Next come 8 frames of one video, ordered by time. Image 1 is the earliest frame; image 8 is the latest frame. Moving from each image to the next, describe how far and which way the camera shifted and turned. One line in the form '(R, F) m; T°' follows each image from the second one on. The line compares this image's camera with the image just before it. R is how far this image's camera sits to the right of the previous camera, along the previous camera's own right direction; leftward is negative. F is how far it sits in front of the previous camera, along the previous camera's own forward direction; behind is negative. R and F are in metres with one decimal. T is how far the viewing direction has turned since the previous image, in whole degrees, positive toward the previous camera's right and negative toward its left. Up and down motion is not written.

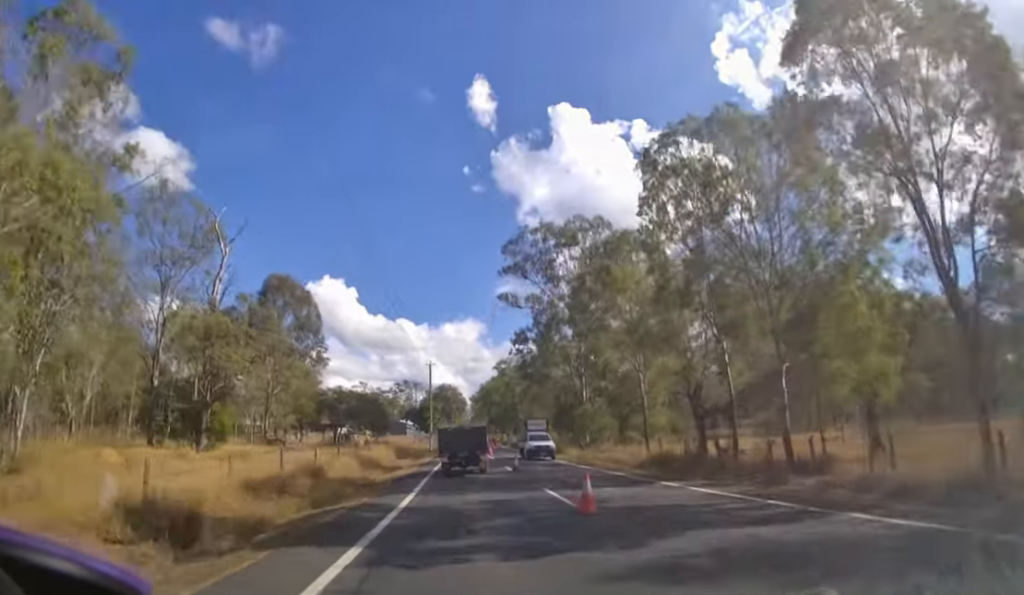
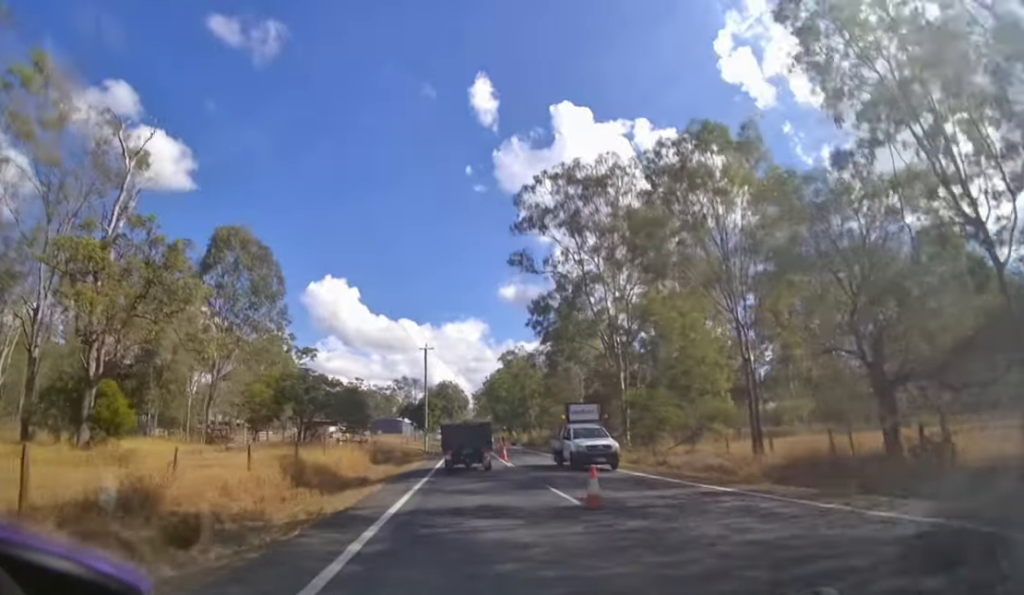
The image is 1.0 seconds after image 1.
(0.0, +12.5) m; 0°
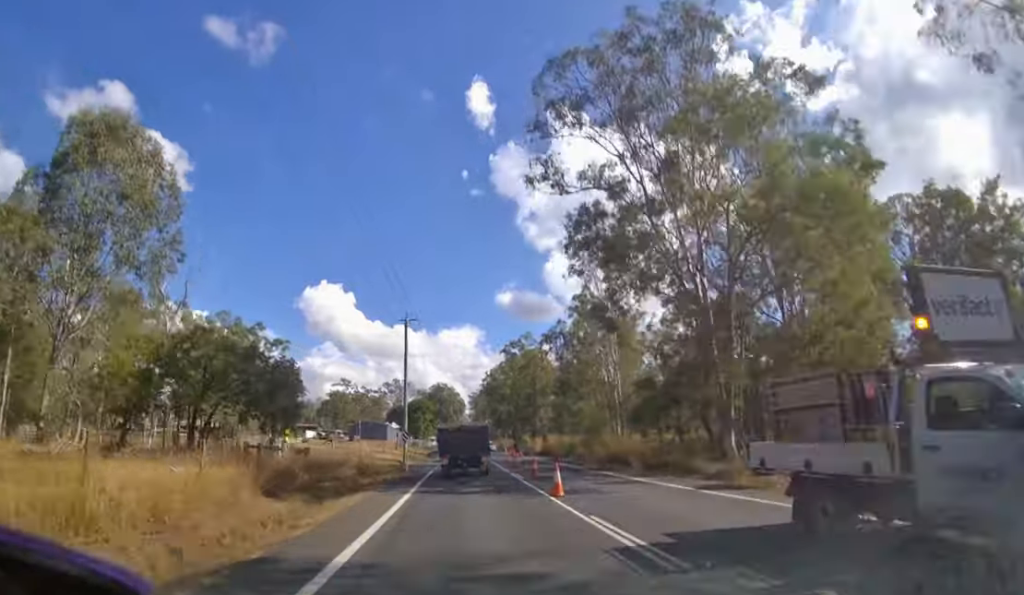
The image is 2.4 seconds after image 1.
(0.0, +15.7) m; 0°
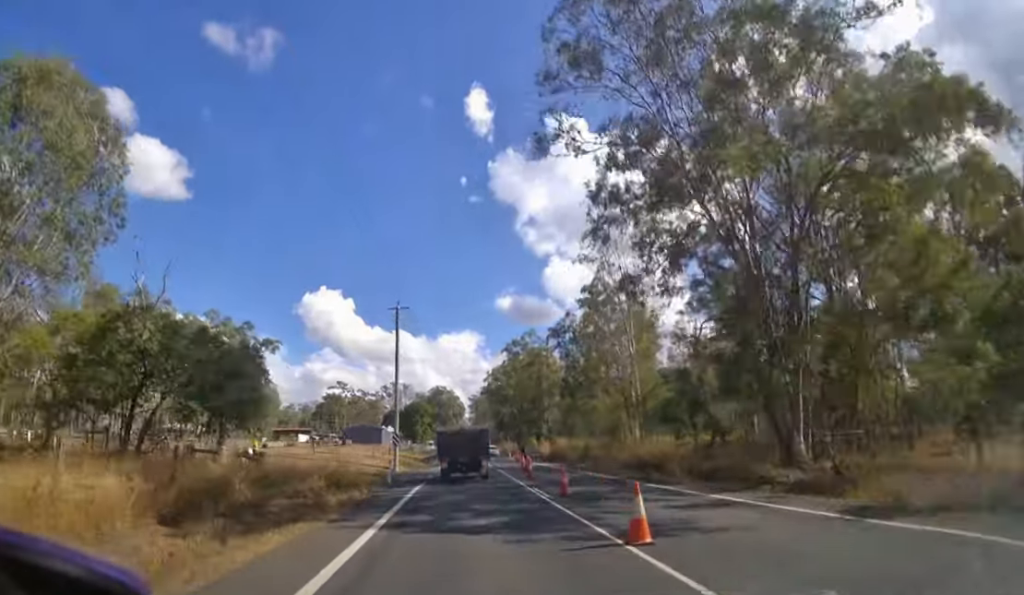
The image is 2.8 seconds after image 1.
(0.0, +4.3) m; 0°
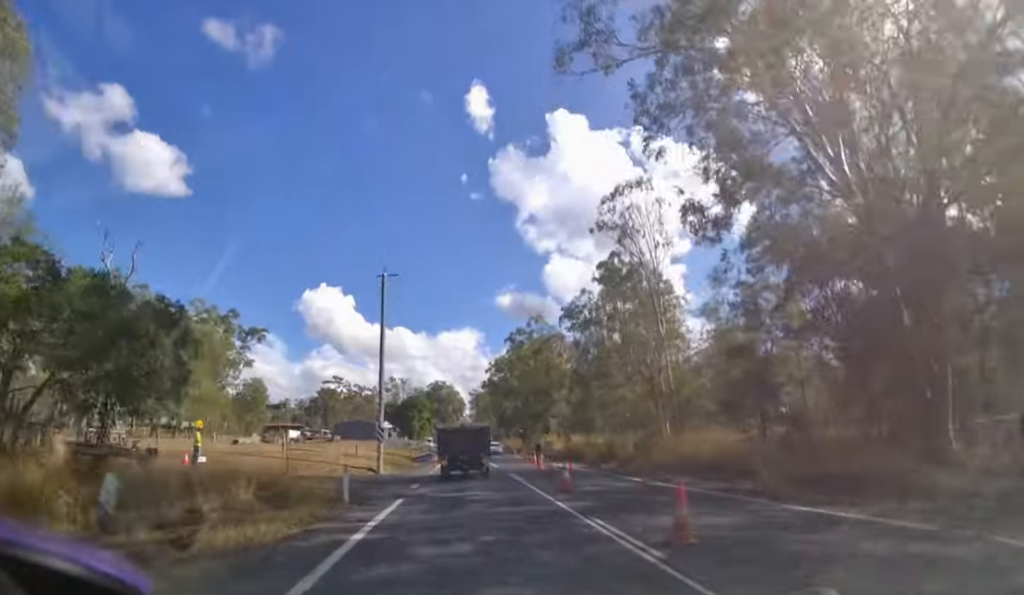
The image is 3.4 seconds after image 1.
(0.0, +5.4) m; 0°
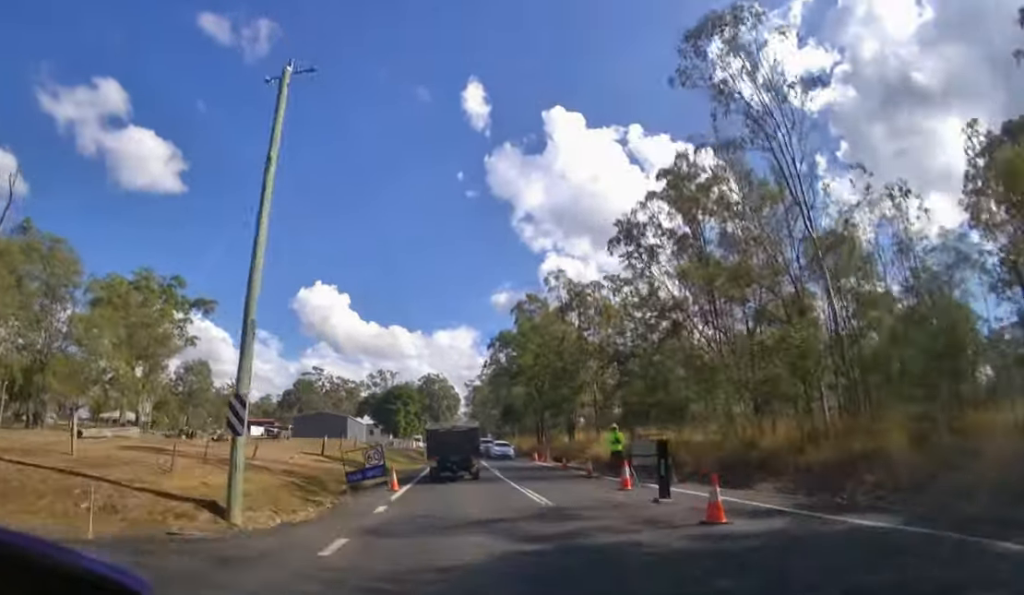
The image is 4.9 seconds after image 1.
(0.0, +15.6) m; 0°
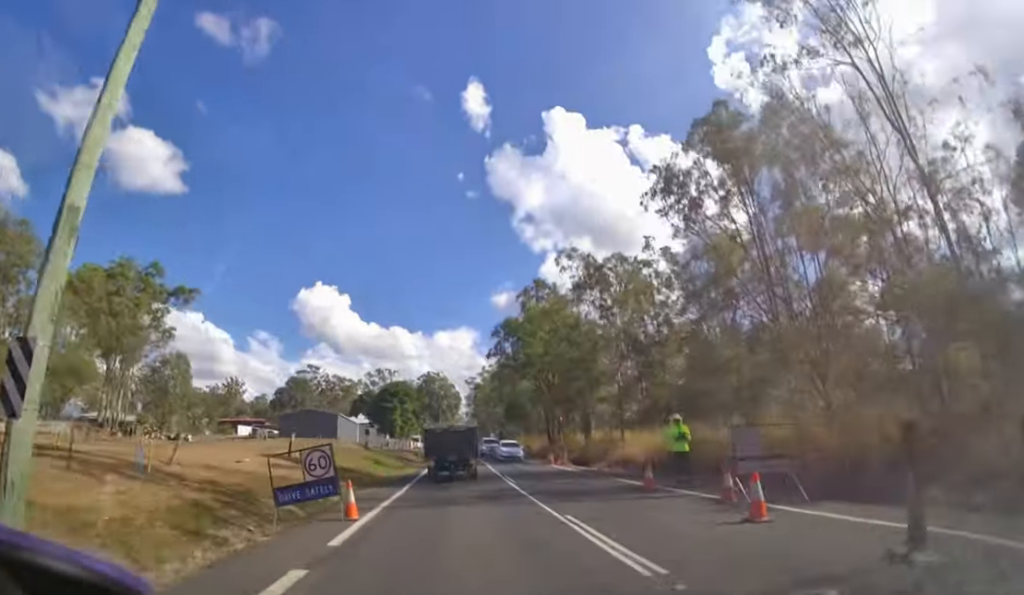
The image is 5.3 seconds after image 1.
(0.0, +5.1) m; 0°
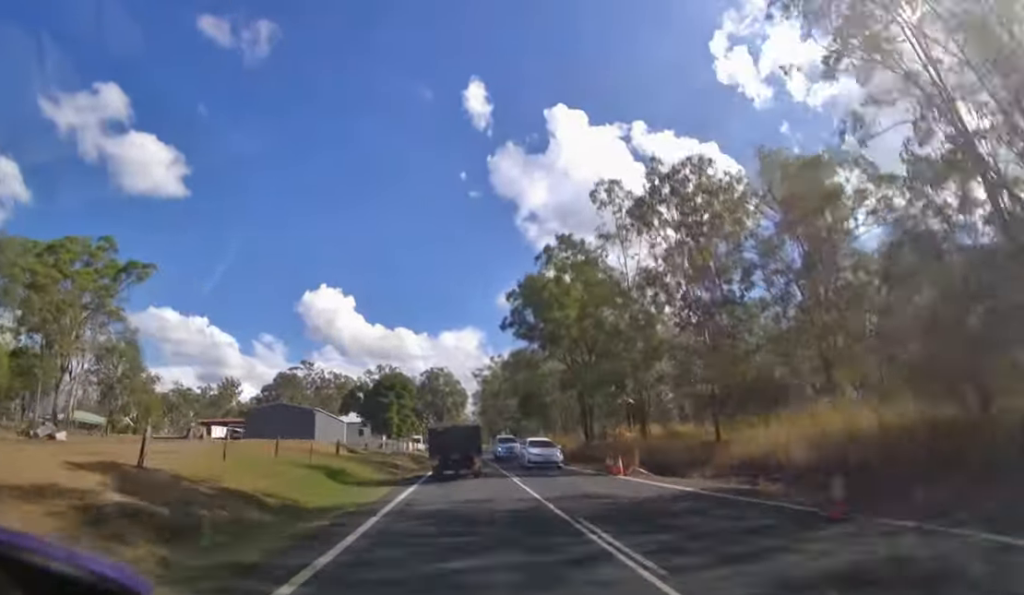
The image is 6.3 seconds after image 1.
(-0.1, +11.5) m; 0°
